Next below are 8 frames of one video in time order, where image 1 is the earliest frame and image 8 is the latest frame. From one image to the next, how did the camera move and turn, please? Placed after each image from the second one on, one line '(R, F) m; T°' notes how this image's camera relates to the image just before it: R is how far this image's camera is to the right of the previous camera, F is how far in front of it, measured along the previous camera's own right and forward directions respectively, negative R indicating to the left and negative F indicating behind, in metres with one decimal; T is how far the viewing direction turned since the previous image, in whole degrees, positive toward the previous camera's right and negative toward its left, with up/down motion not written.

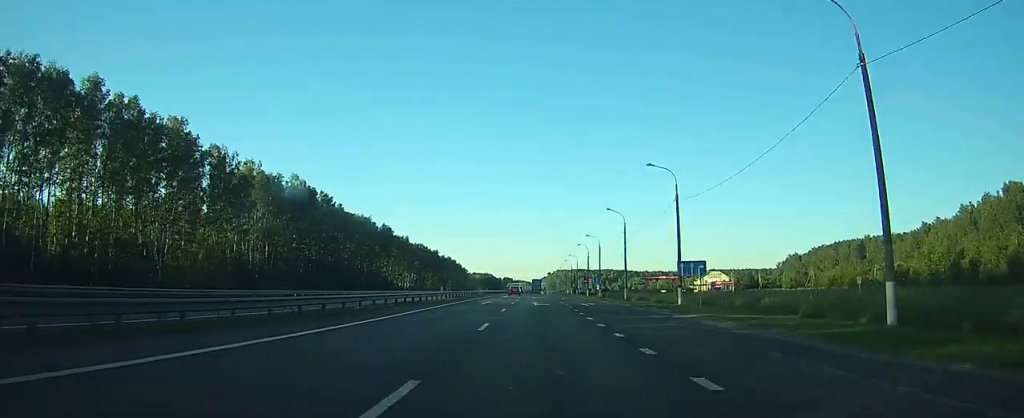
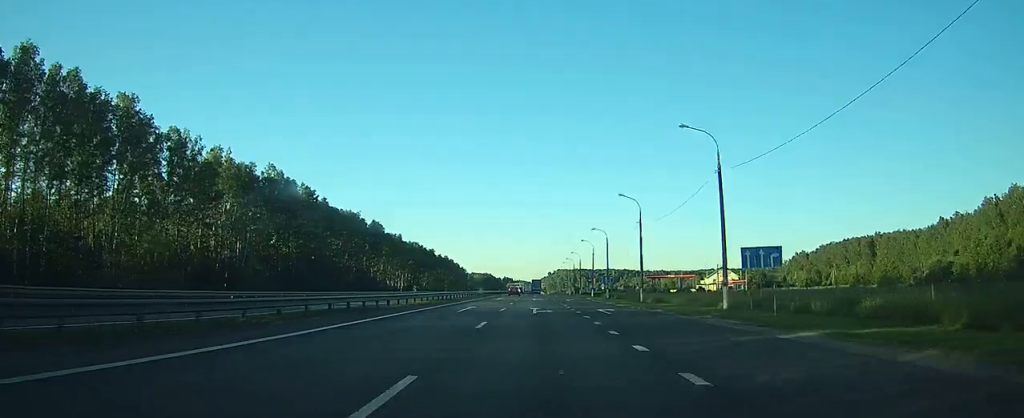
(0.0, +11.6) m; 0°
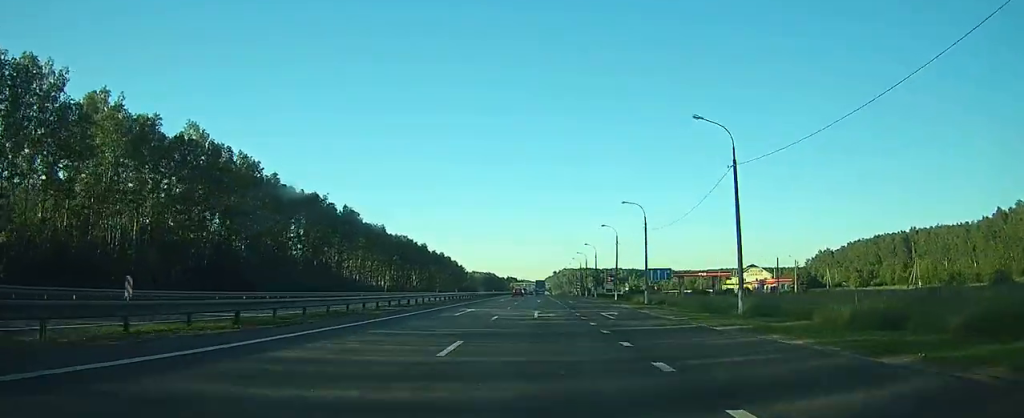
(-0.1, +30.4) m; 0°
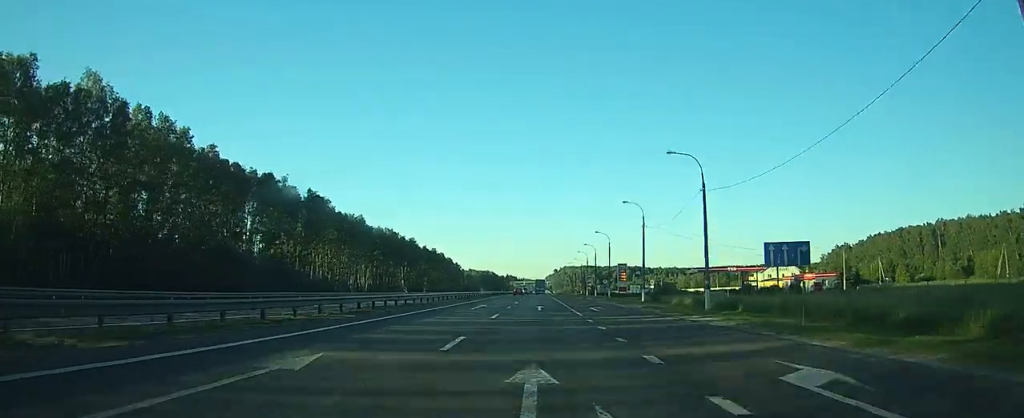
(-0.1, +23.2) m; 0°
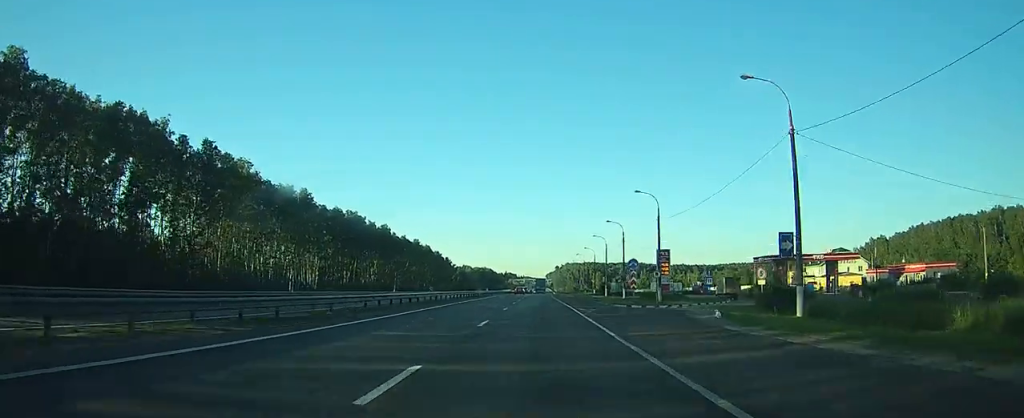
(0.0, +41.1) m; 0°
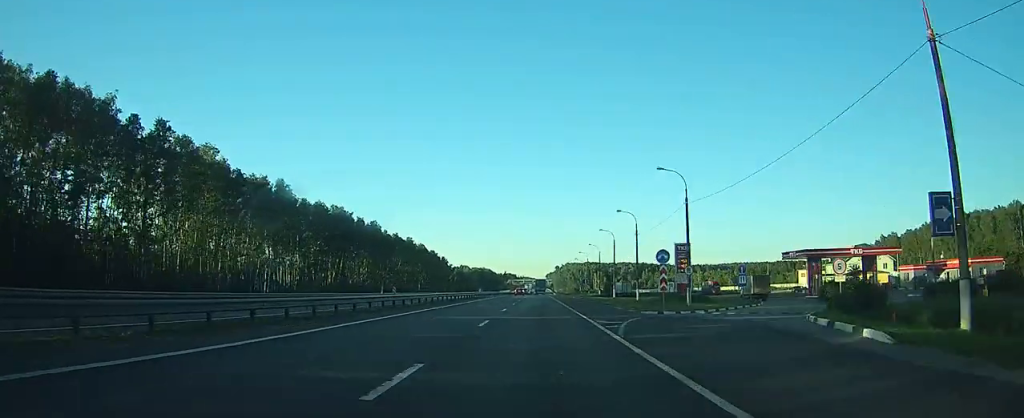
(0.0, +11.6) m; 0°
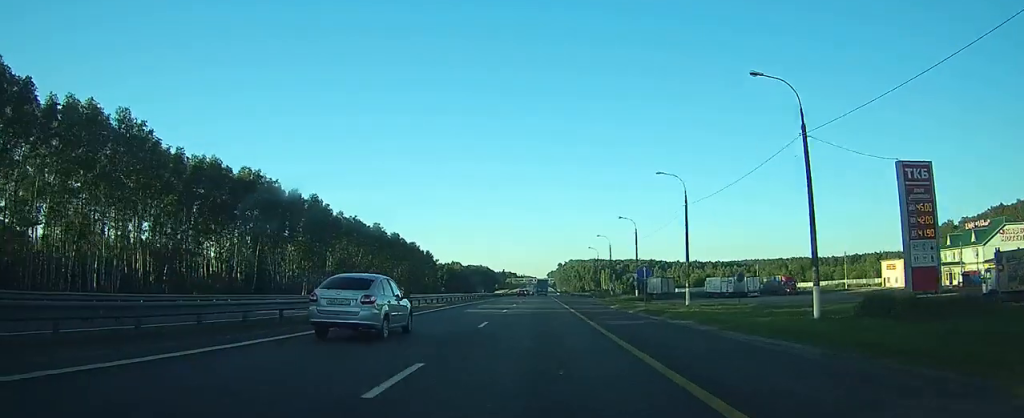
(+0.1, +47.7) m; 0°
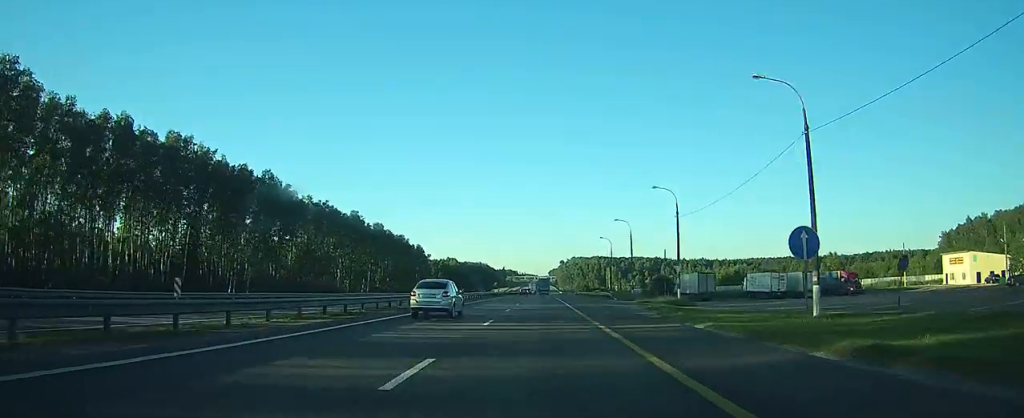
(0.0, +23.5) m; 0°
